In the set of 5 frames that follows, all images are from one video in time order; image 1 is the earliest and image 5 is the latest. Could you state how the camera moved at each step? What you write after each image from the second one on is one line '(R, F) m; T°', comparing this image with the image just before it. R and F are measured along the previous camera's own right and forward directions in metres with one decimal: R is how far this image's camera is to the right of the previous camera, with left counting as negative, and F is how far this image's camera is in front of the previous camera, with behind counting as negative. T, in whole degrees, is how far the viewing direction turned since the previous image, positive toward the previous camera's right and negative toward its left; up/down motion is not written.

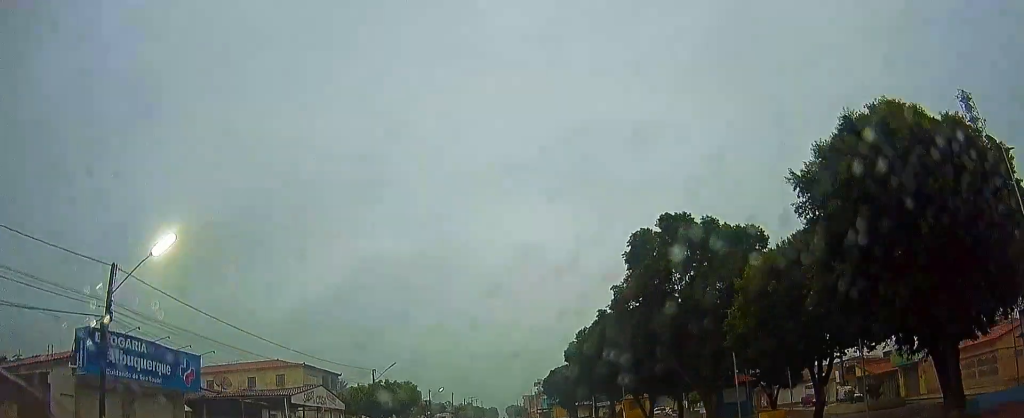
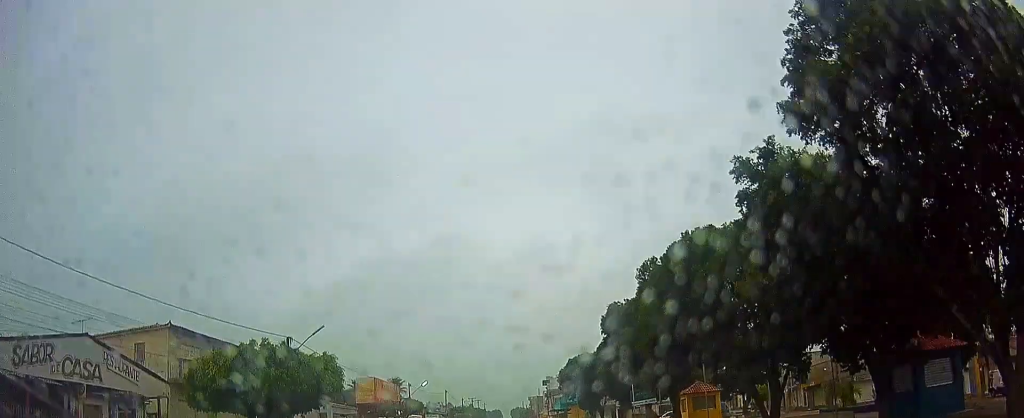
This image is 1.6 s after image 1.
(-0.1, +22.4) m; -2°
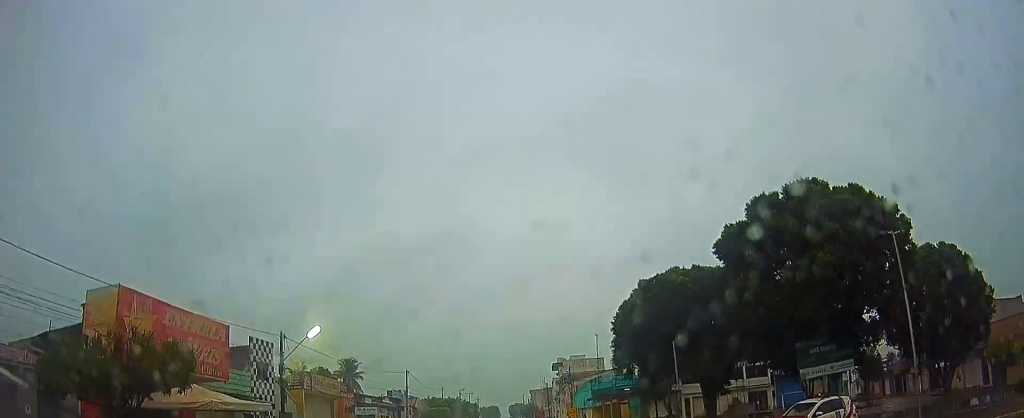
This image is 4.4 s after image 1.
(+0.5, +39.8) m; 0°
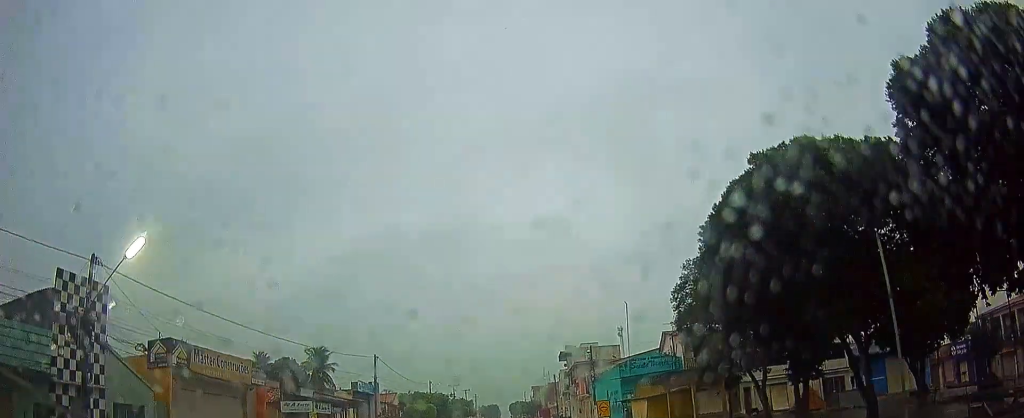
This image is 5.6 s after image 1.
(-0.2, +17.1) m; 0°
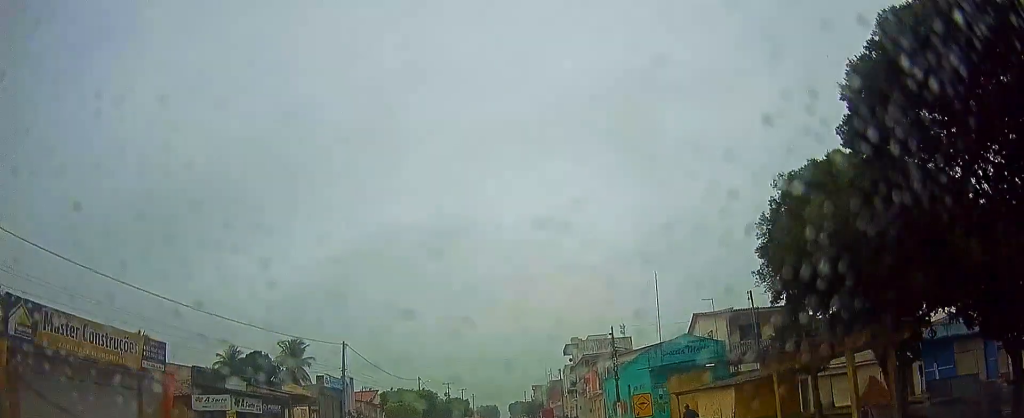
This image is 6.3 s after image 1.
(0.0, +10.9) m; 0°
